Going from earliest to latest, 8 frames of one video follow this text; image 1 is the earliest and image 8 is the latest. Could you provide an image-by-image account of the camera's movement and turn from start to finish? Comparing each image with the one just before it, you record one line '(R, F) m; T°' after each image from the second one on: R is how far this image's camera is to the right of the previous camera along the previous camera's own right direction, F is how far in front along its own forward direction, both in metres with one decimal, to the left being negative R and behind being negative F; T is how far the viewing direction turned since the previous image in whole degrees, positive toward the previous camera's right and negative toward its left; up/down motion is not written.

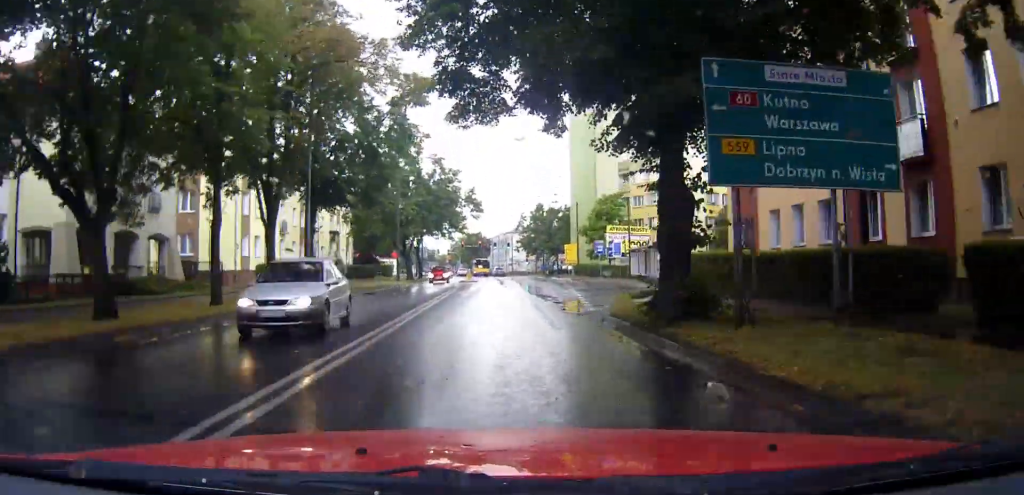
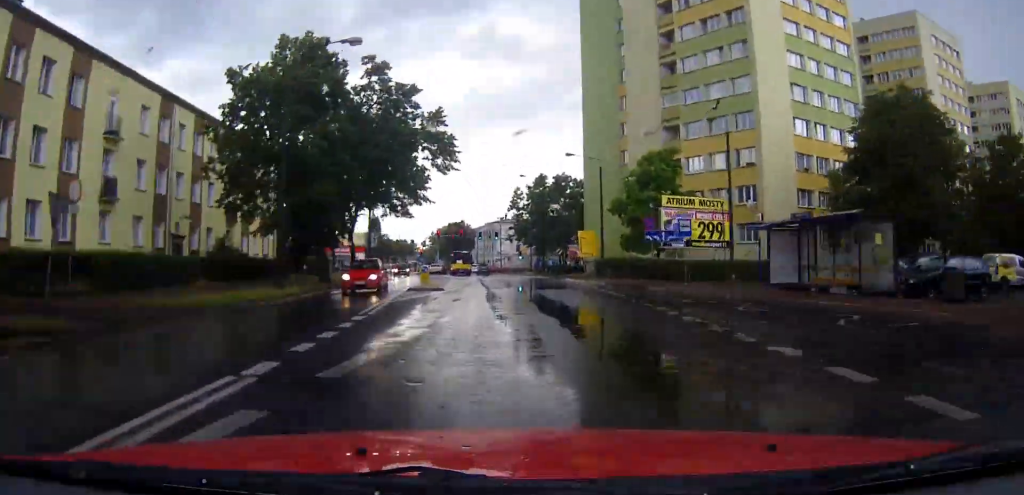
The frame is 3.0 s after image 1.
(+0.2, +27.2) m; 0°
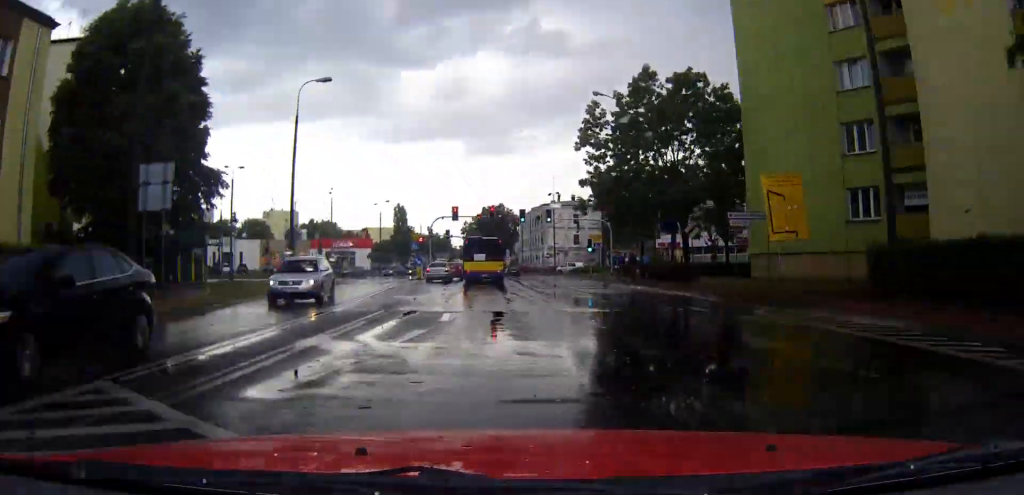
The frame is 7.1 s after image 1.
(-0.8, +34.4) m; -4°
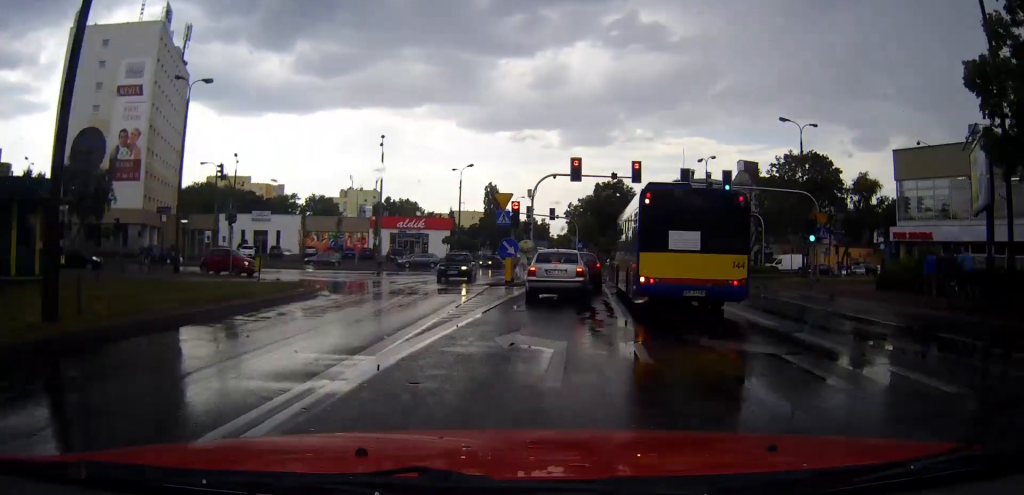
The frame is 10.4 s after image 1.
(-0.9, +22.2) m; -3°
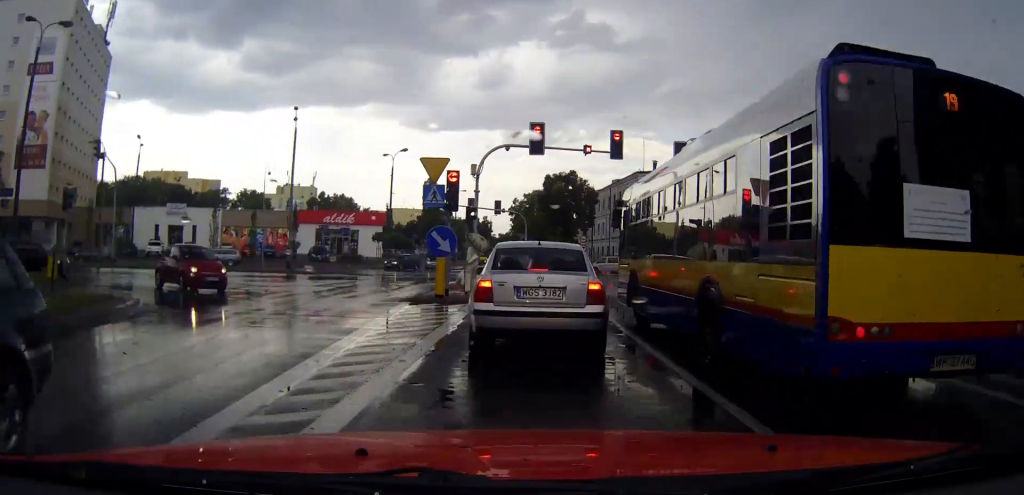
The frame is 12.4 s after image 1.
(0.0, +9.2) m; +1°
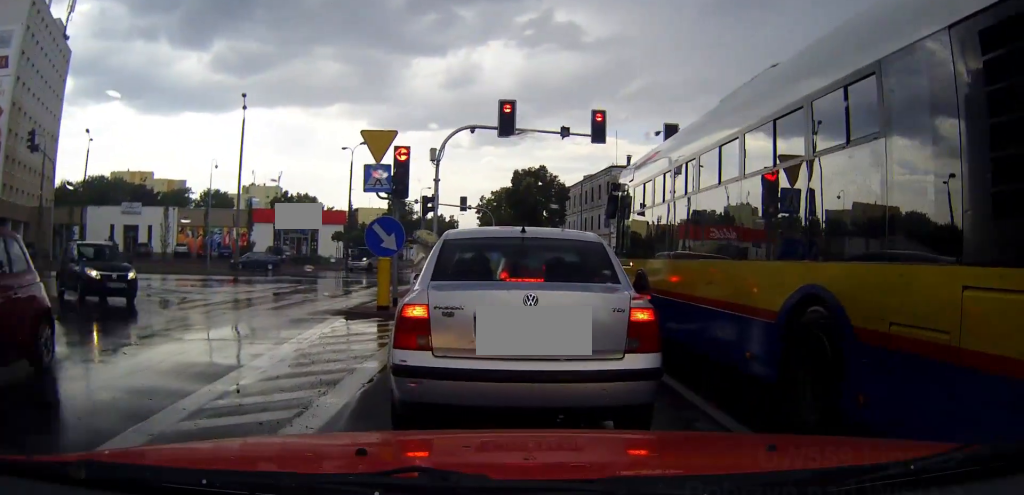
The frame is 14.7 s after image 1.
(+0.1, +7.4) m; +3°
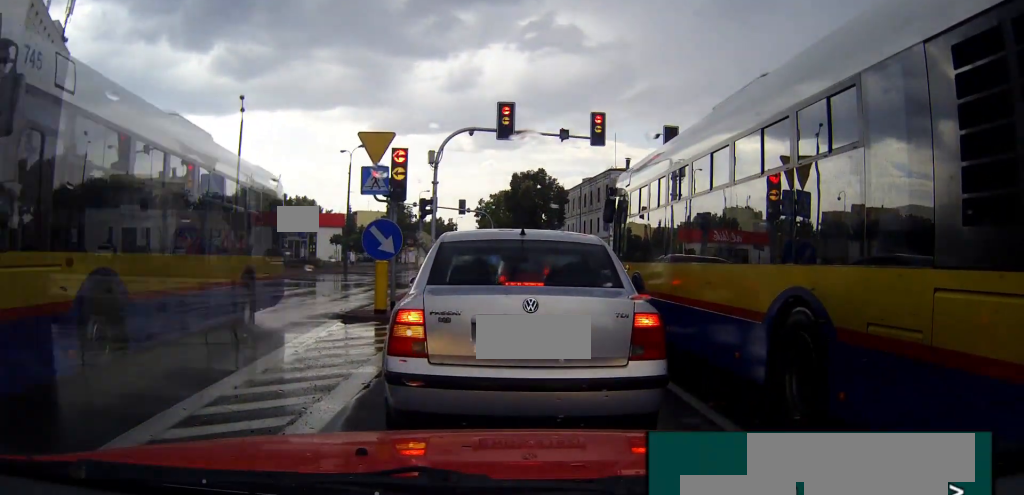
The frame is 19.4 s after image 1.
(+0.5, +6.9) m; +5°
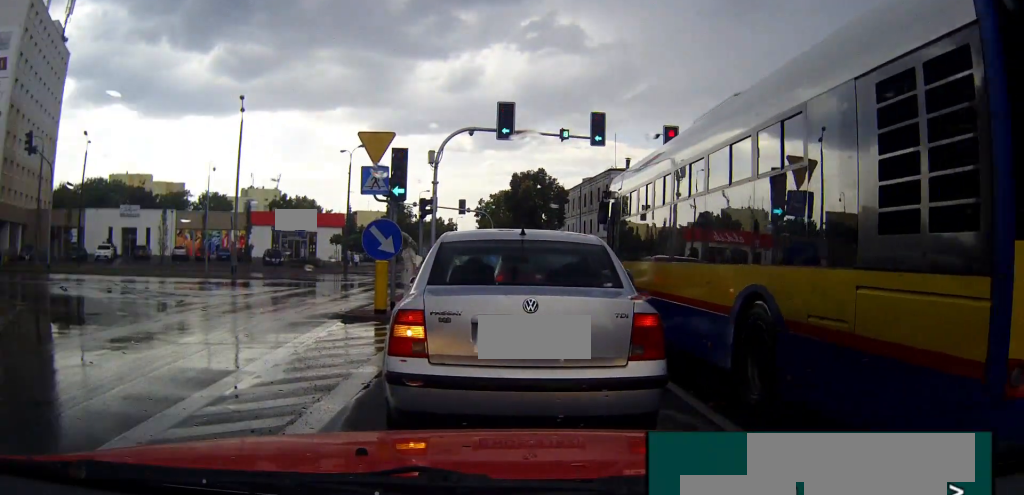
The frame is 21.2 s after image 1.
(0.0, +2.6) m; -1°
